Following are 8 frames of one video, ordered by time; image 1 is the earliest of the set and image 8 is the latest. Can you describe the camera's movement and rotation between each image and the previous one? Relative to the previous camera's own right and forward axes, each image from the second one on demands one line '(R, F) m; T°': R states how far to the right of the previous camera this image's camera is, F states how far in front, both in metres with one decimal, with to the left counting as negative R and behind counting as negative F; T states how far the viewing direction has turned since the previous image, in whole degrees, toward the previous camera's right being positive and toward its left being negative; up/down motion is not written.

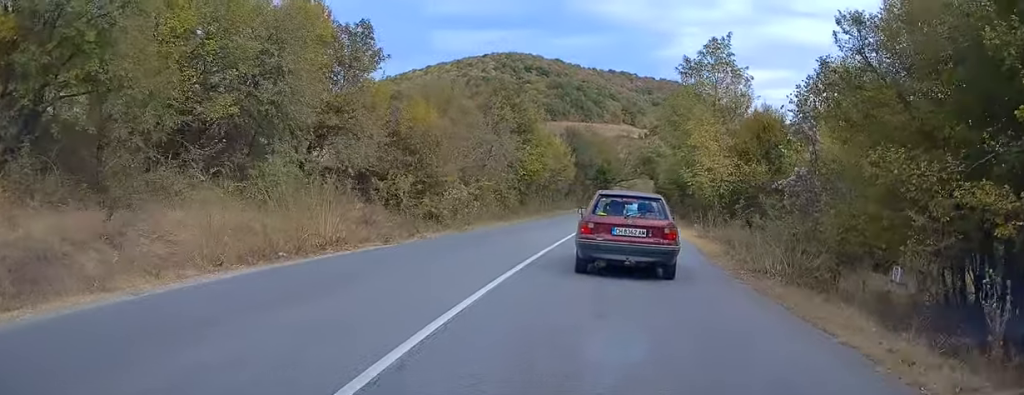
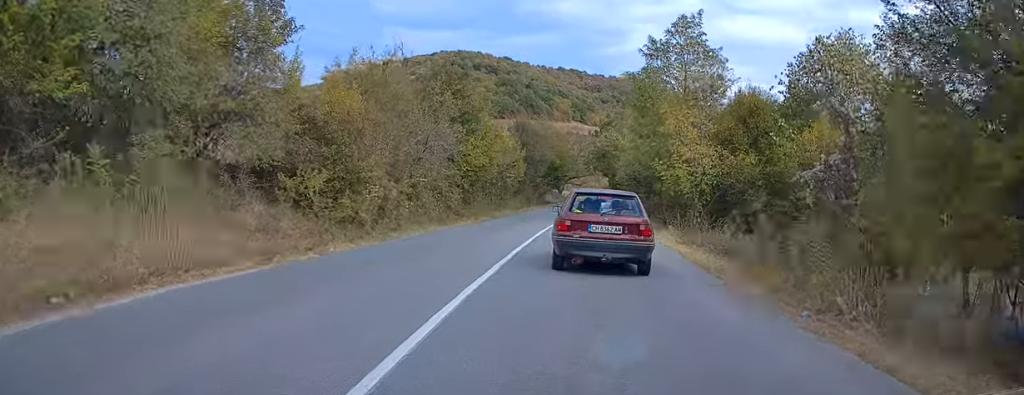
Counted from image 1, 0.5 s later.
(+0.2, +5.1) m; +6°
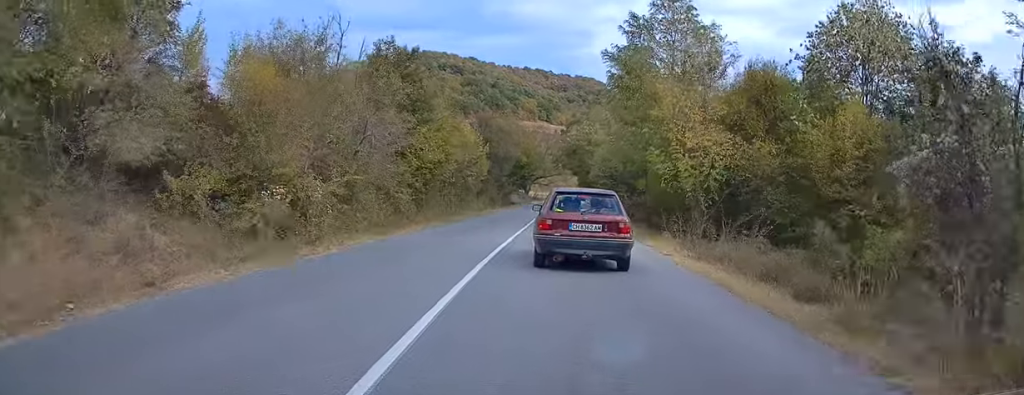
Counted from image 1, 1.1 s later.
(+0.4, +5.4) m; +4°
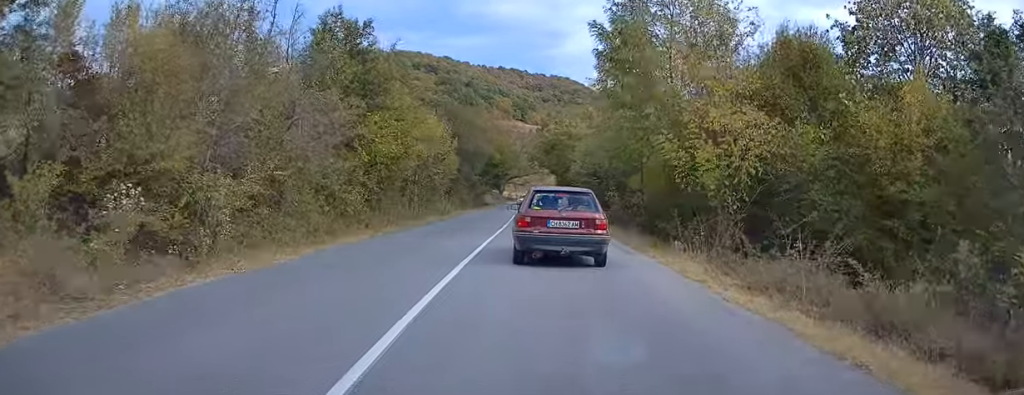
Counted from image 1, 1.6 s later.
(+0.3, +5.1) m; +3°
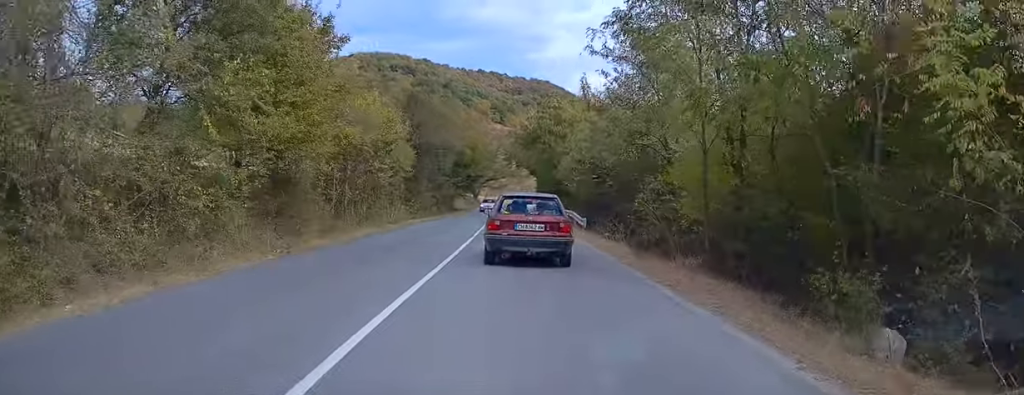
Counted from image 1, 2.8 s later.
(0.0, +11.4) m; -2°
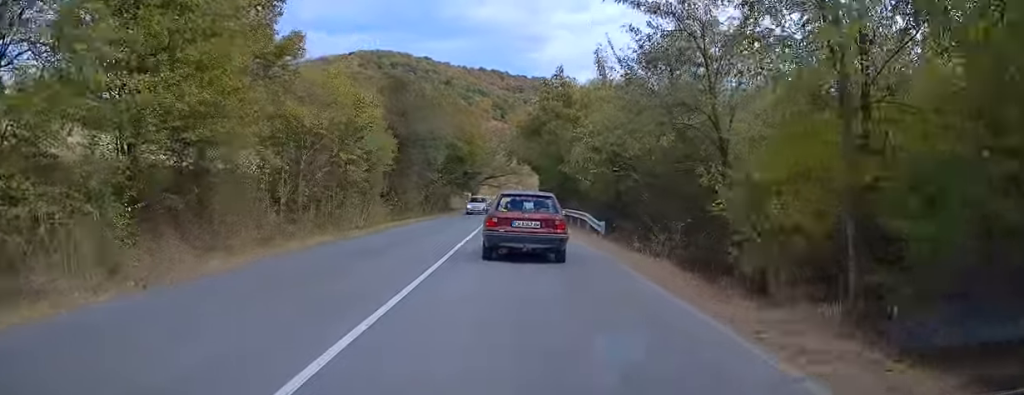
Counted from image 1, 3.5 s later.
(-0.3, +6.4) m; 0°
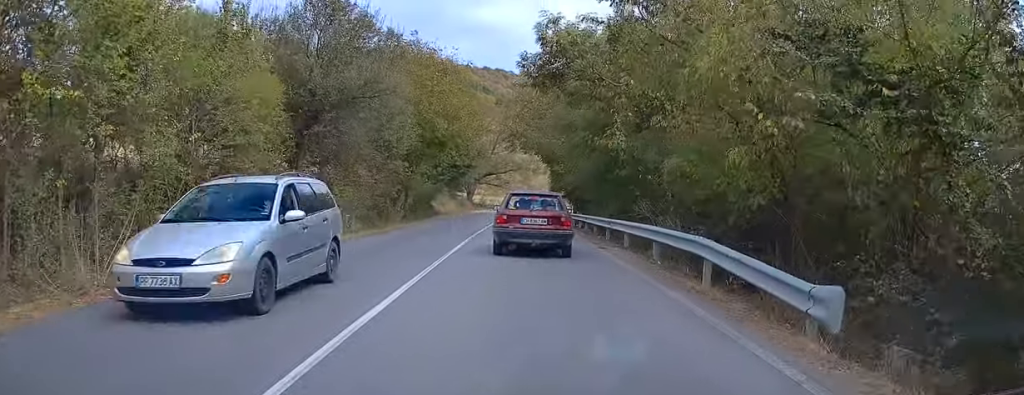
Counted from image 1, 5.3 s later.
(+0.6, +17.5) m; +3°
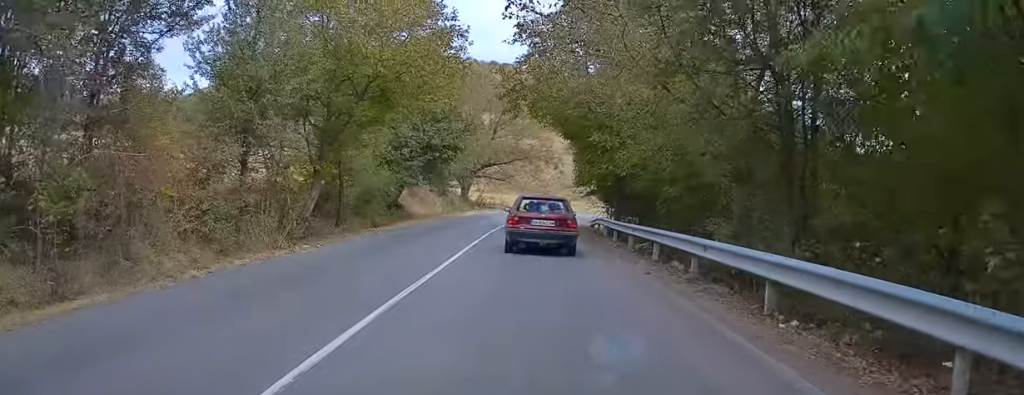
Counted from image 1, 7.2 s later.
(-0.4, +18.6) m; -3°
